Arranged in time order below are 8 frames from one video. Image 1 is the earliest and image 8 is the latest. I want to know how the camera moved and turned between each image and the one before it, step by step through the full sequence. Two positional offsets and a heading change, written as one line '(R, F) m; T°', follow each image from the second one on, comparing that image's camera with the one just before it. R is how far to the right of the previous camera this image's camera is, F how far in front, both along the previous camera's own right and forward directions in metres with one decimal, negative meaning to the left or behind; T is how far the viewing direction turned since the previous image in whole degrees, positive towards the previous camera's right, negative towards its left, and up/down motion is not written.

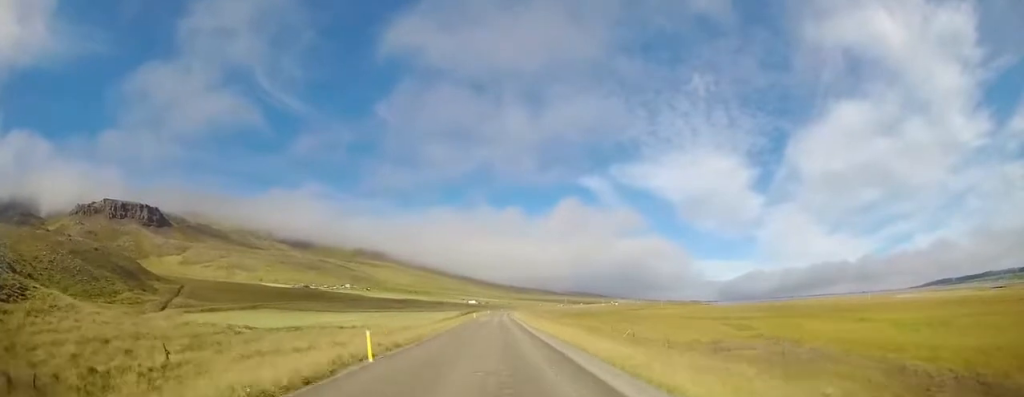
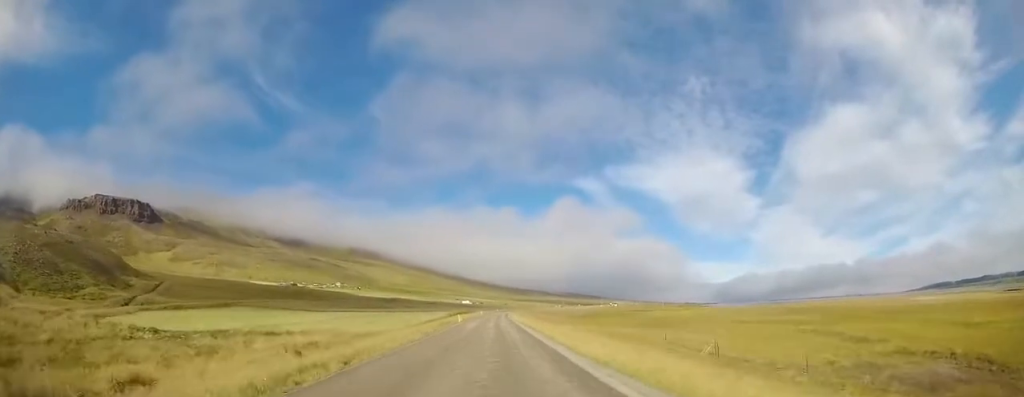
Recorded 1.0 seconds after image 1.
(+0.5, +18.4) m; +1°
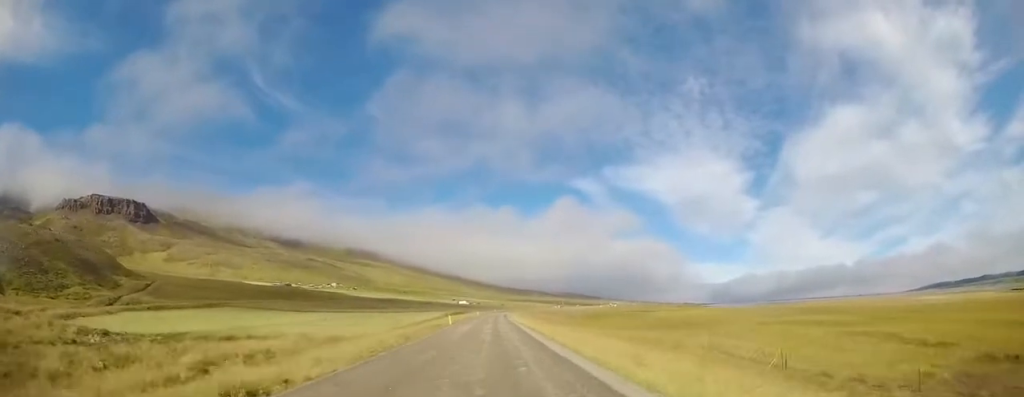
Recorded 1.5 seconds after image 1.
(0.0, +7.8) m; 0°
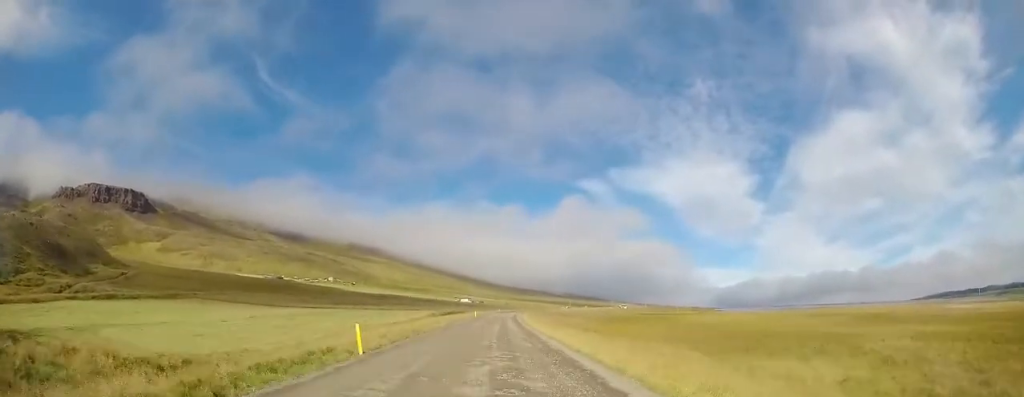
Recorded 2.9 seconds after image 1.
(0.0, +26.5) m; -1°
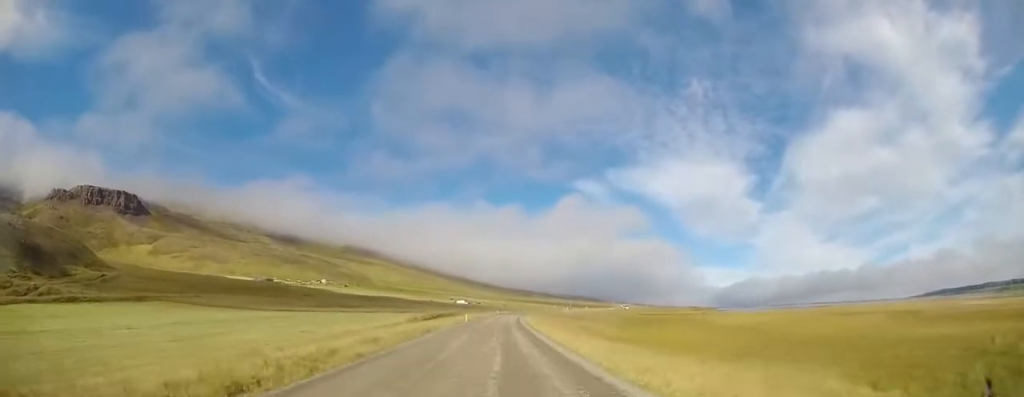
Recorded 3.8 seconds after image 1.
(-0.2, +15.6) m; -1°
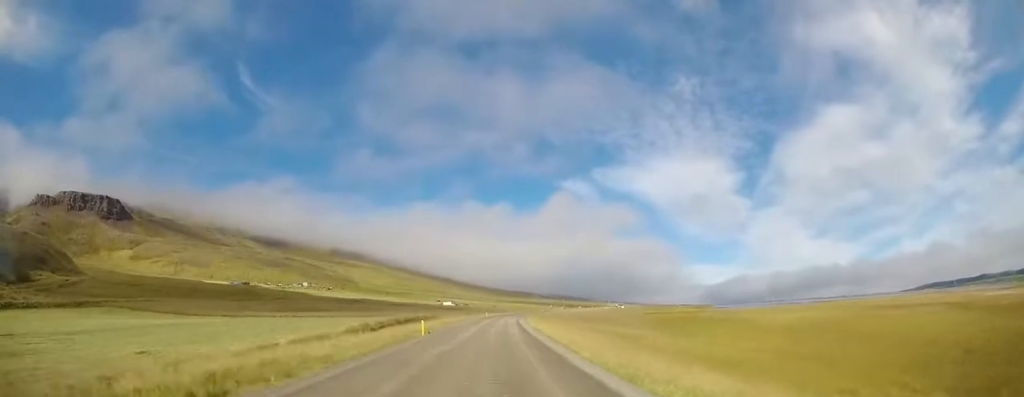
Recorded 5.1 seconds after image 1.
(0.0, +22.6) m; +2°
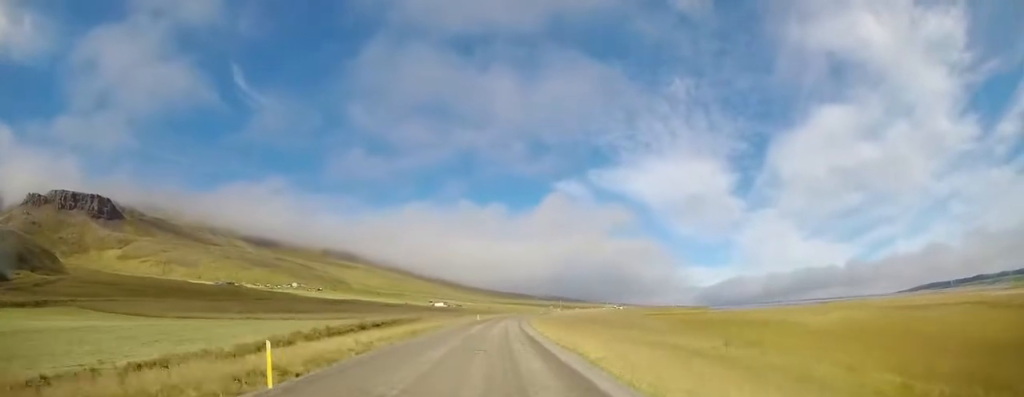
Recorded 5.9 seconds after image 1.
(+0.4, +14.8) m; +2°
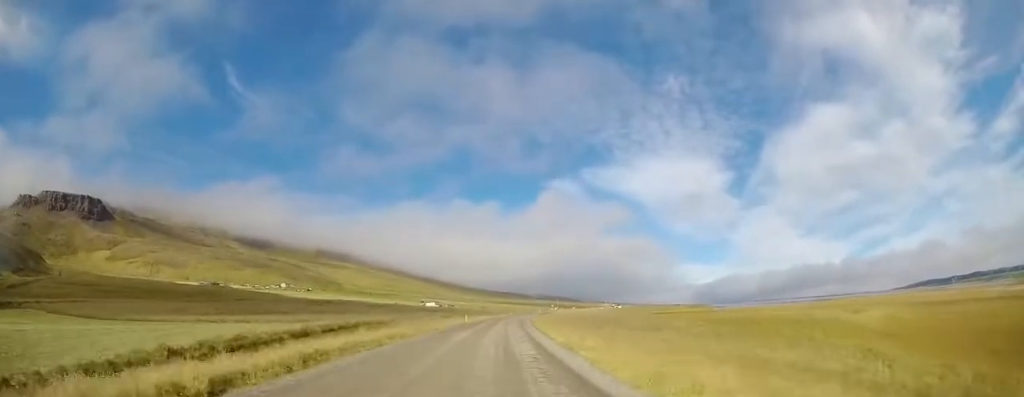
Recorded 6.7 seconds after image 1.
(+0.2, +13.7) m; +1°
